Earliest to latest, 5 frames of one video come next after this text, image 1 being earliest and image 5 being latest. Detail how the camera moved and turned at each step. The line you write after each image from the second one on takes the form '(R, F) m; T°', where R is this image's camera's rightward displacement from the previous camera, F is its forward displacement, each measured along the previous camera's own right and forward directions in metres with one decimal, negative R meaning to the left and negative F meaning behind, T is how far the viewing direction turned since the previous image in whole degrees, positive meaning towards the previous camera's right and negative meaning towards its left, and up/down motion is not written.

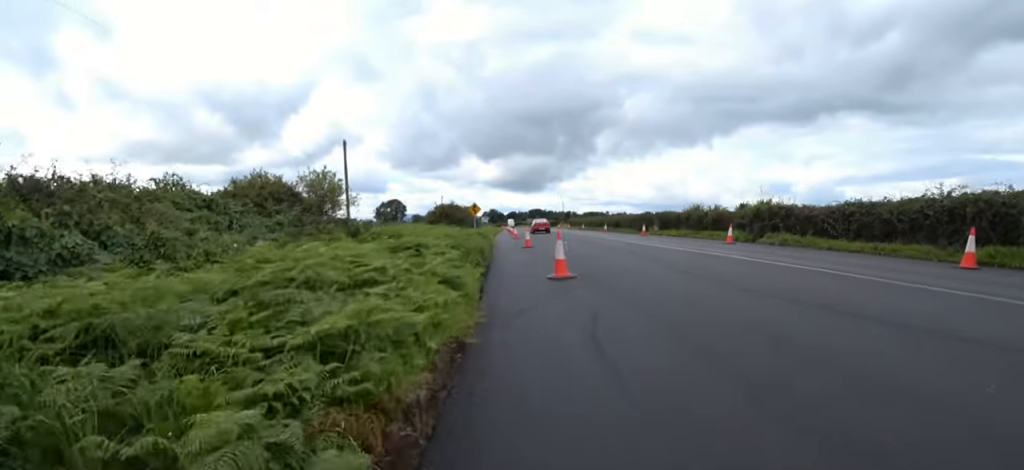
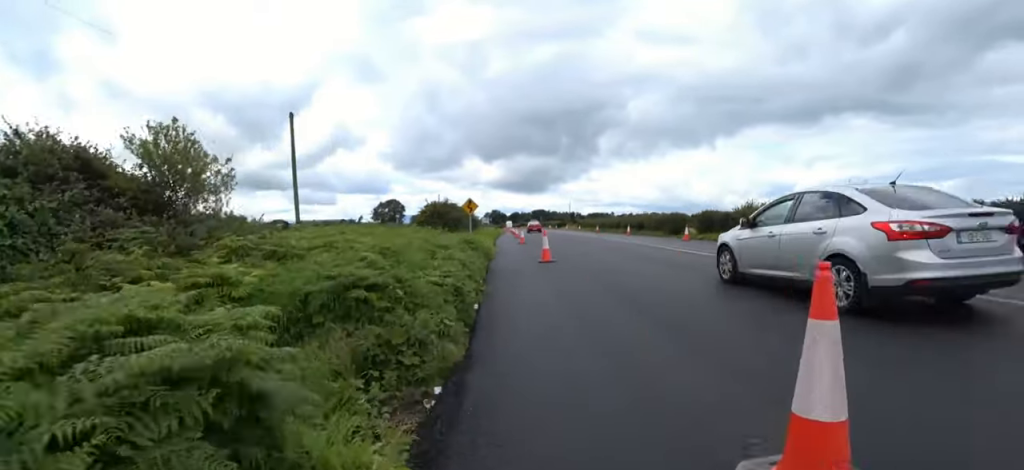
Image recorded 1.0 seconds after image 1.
(+1.0, +7.2) m; +6°
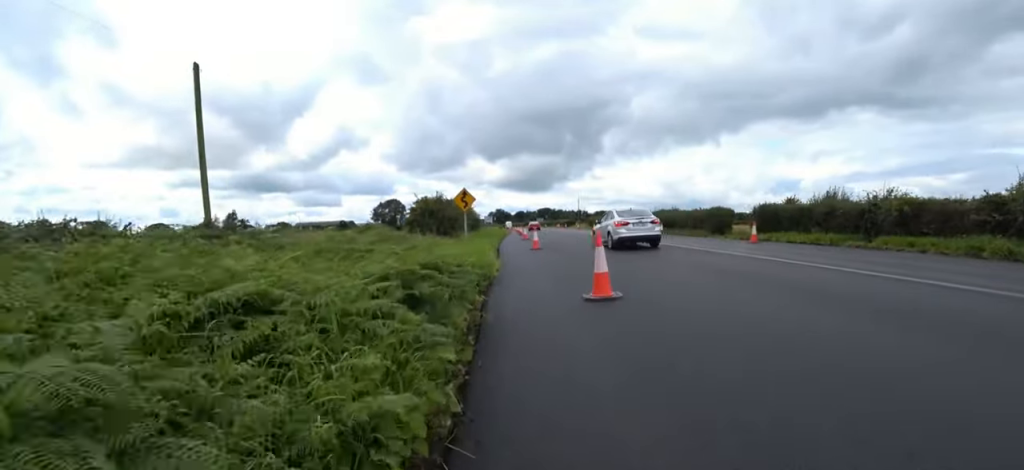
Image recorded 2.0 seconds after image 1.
(-0.1, +6.7) m; -8°
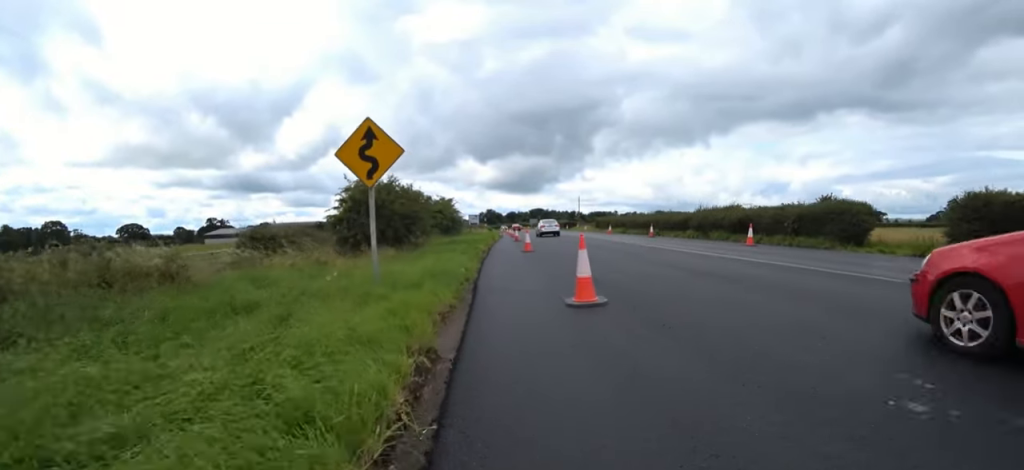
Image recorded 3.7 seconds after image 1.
(+0.8, +12.8) m; +12°
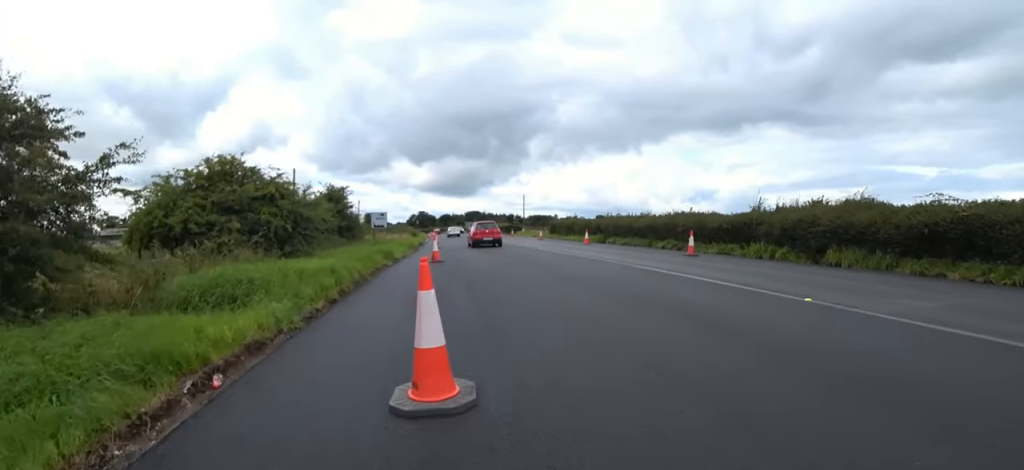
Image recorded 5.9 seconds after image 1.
(-0.5, +15.9) m; -8°
